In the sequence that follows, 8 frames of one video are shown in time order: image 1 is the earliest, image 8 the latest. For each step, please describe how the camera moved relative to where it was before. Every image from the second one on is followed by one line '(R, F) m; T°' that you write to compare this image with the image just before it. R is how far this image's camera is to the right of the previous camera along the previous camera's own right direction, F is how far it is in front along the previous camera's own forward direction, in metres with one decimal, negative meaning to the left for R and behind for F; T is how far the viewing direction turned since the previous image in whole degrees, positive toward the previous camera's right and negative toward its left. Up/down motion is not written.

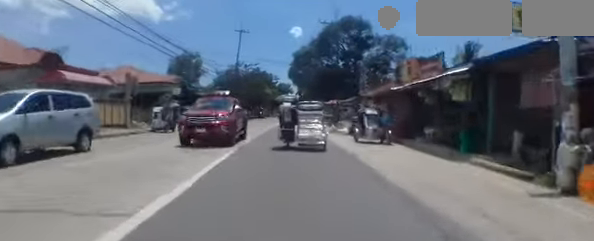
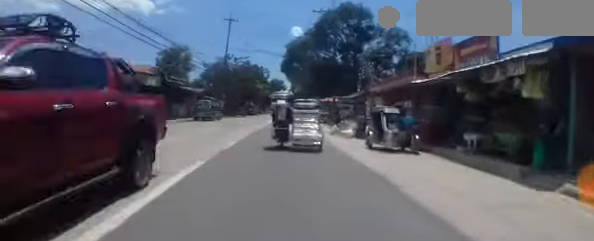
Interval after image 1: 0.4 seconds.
(0.0, +3.5) m; 0°
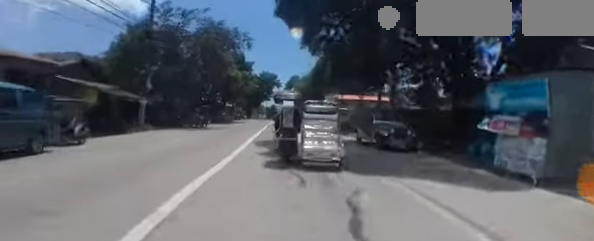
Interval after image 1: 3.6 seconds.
(-0.6, +23.1) m; +1°
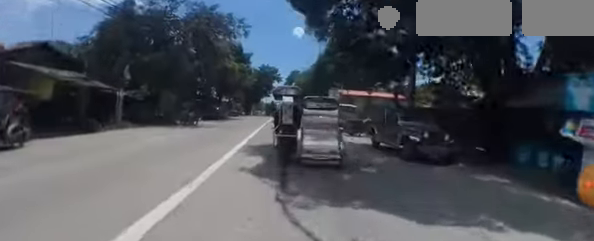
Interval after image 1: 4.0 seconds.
(0.0, +3.1) m; 0°
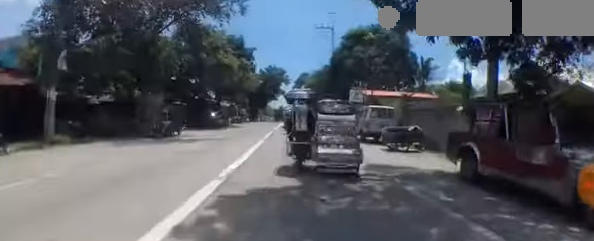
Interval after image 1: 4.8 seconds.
(0.0, +6.0) m; 0°
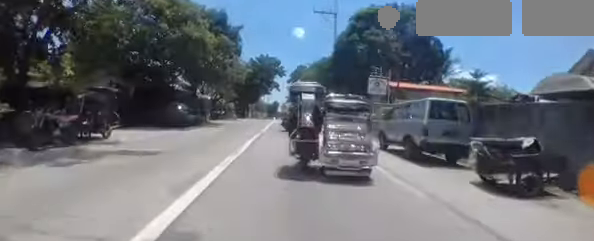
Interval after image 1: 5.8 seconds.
(0.0, +7.0) m; -1°
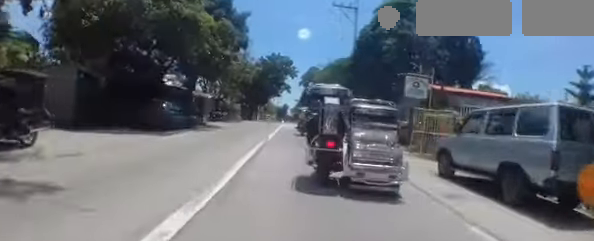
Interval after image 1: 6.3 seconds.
(0.0, +3.9) m; -2°
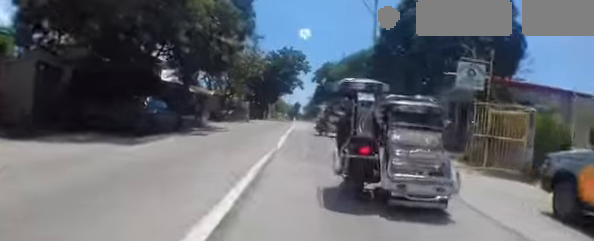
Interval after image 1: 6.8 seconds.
(0.0, +3.7) m; -1°
